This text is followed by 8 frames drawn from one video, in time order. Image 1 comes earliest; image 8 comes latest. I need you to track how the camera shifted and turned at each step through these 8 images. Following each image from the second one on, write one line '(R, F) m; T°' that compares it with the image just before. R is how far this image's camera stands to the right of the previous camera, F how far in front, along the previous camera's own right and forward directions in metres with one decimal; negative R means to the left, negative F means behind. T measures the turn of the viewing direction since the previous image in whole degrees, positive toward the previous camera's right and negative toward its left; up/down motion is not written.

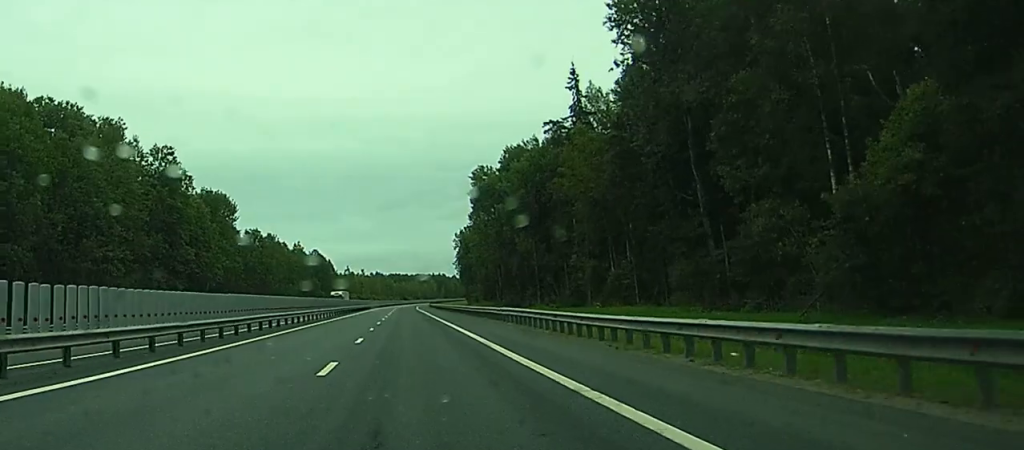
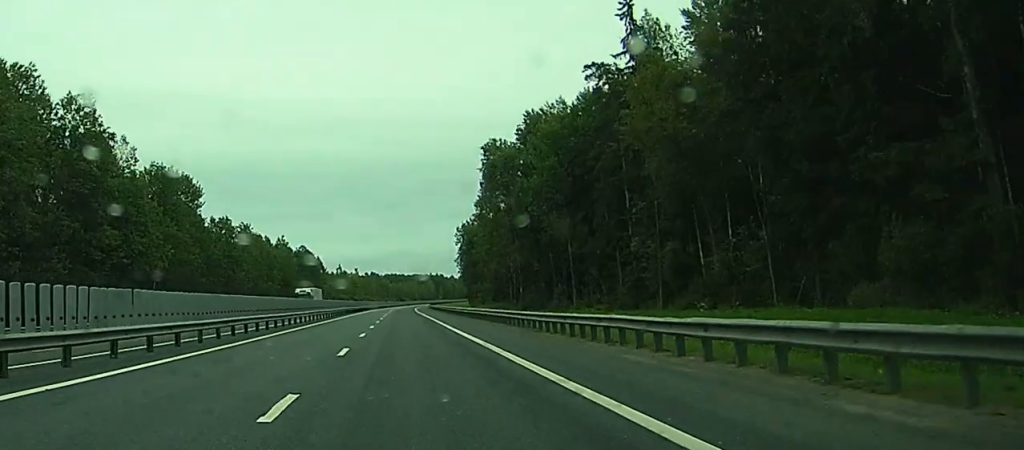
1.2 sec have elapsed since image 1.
(0.0, +29.6) m; 0°
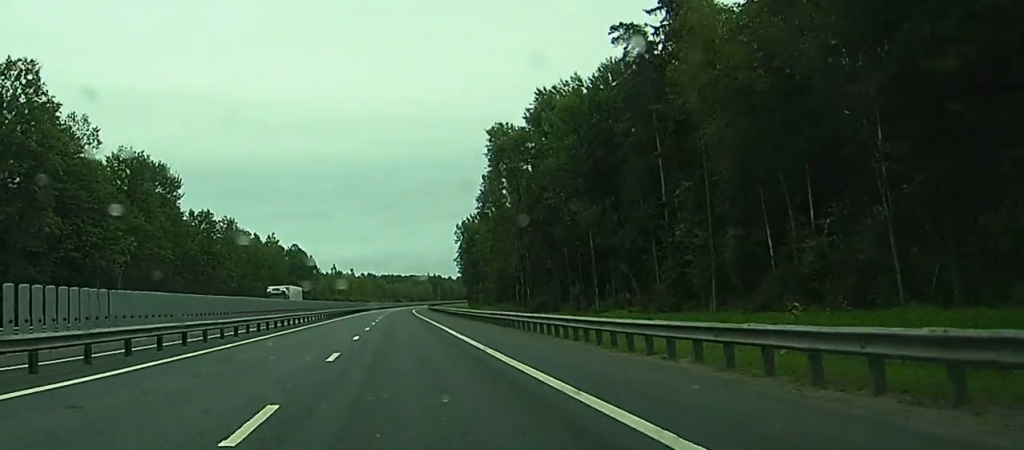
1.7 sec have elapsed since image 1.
(0.0, +13.1) m; 0°
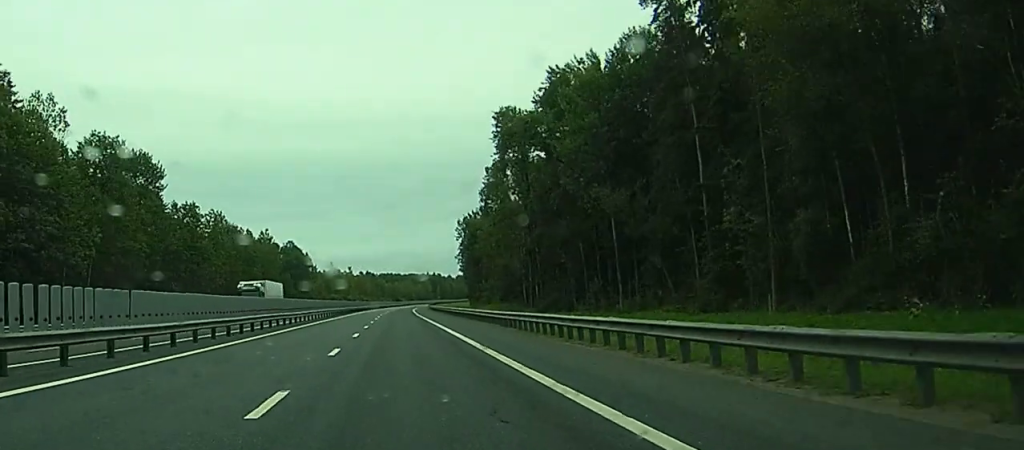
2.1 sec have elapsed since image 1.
(0.0, +9.9) m; 0°
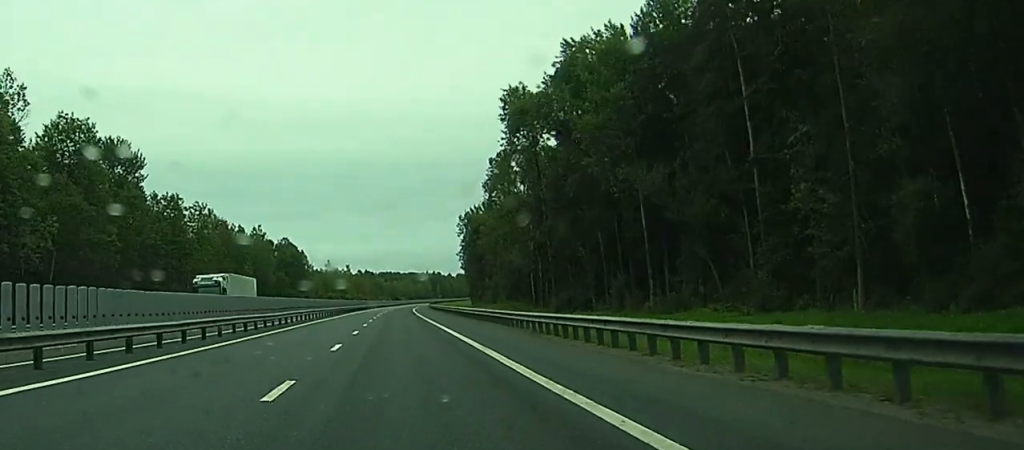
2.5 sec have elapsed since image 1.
(0.0, +9.9) m; 0°
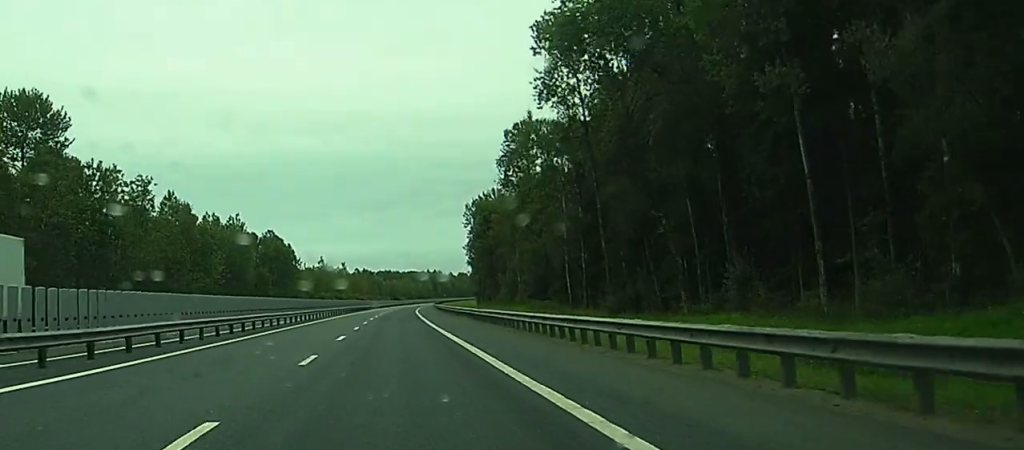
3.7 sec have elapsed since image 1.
(0.0, +28.3) m; 0°
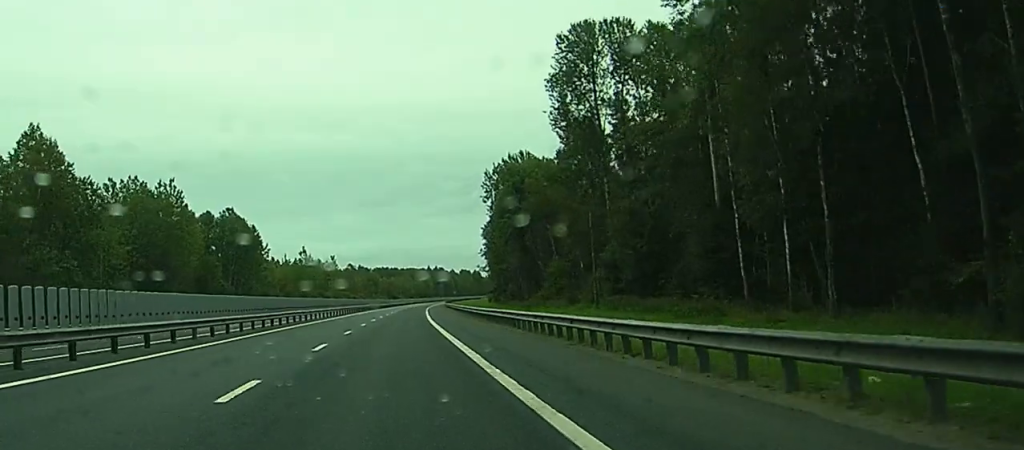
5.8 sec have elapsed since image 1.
(+0.3, +53.2) m; +1°
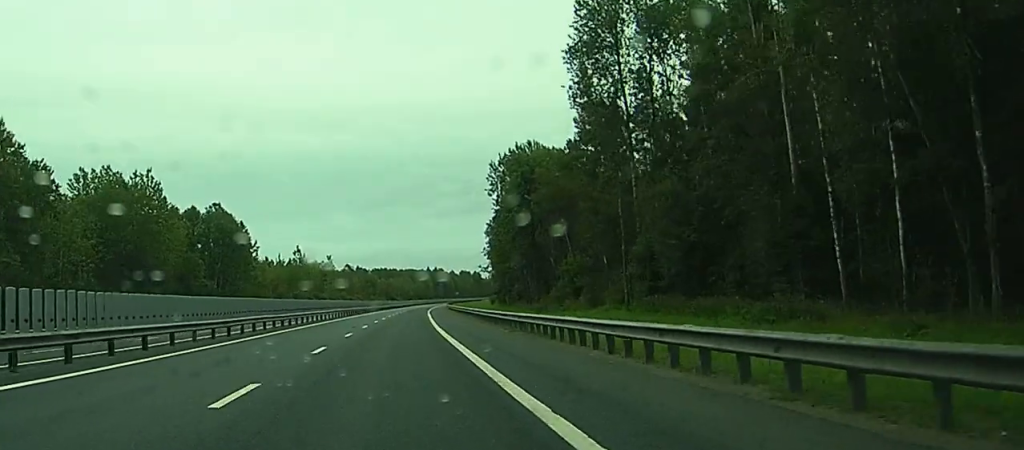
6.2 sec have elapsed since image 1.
(+0.1, +12.0) m; 0°
